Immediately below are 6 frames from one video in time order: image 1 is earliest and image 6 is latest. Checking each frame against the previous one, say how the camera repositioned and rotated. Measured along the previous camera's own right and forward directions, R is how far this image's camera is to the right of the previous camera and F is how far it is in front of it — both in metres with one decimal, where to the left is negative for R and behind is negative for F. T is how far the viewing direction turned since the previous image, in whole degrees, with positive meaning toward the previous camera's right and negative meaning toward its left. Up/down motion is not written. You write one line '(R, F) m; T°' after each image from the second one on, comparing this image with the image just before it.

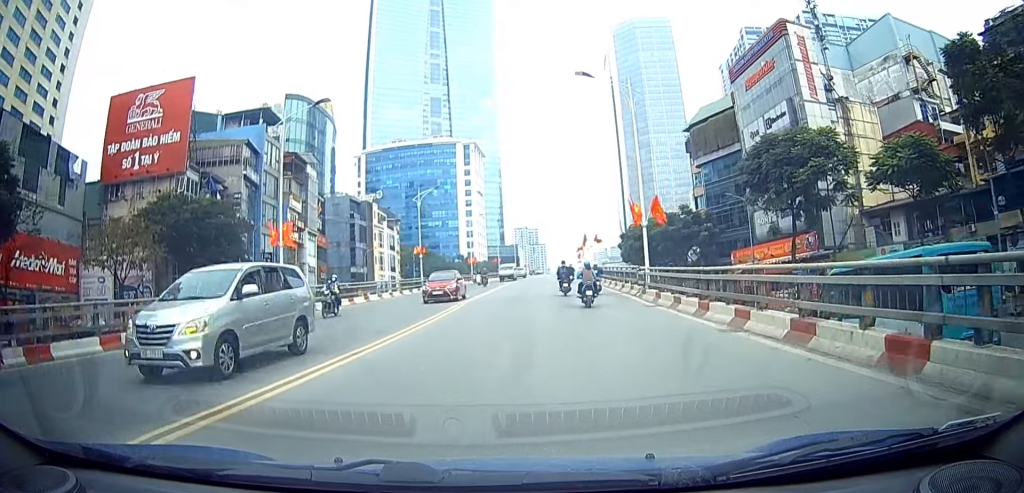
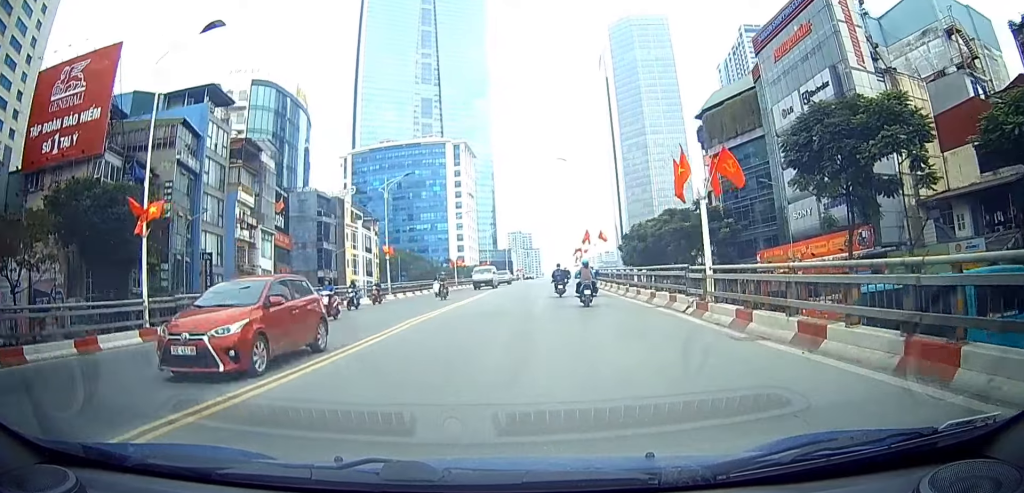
(-0.4, +10.7) m; -1°
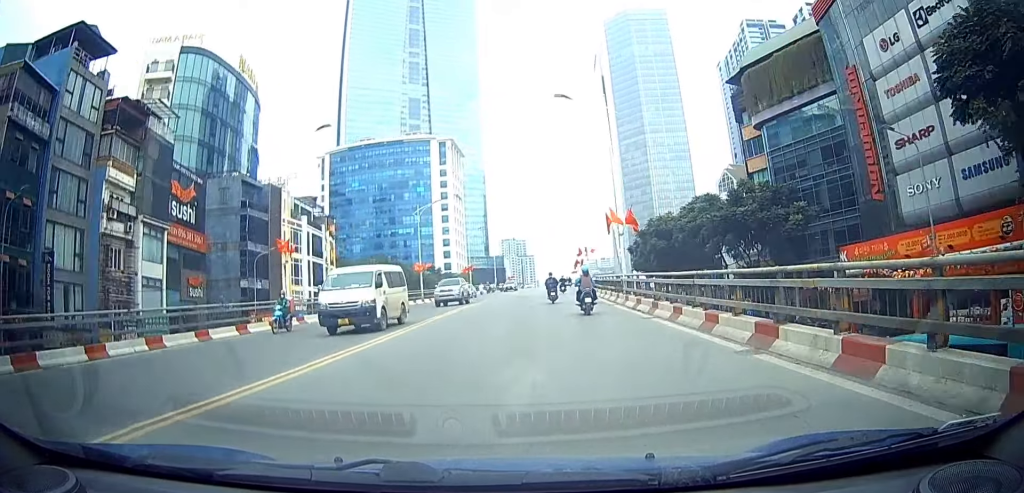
(+0.5, +18.3) m; +3°
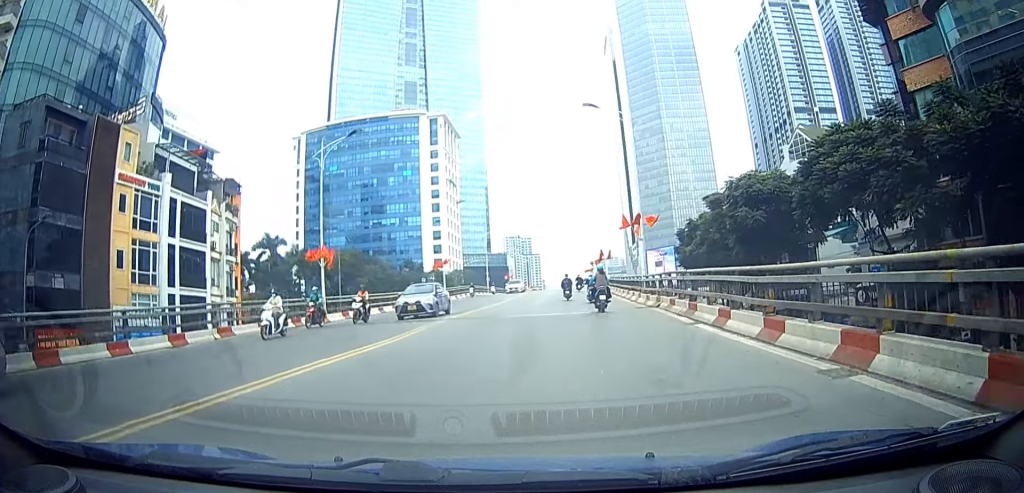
(-0.5, +27.0) m; -2°
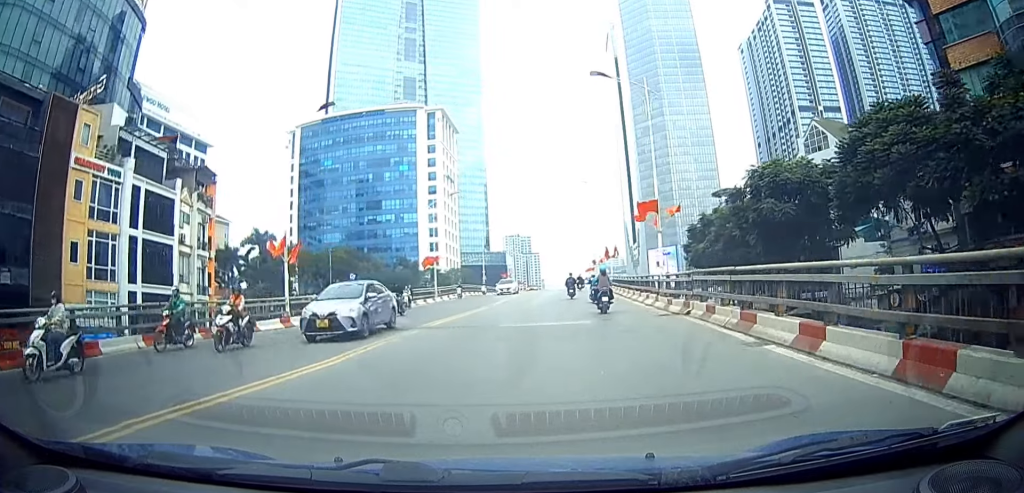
(0.0, +4.9) m; 0°
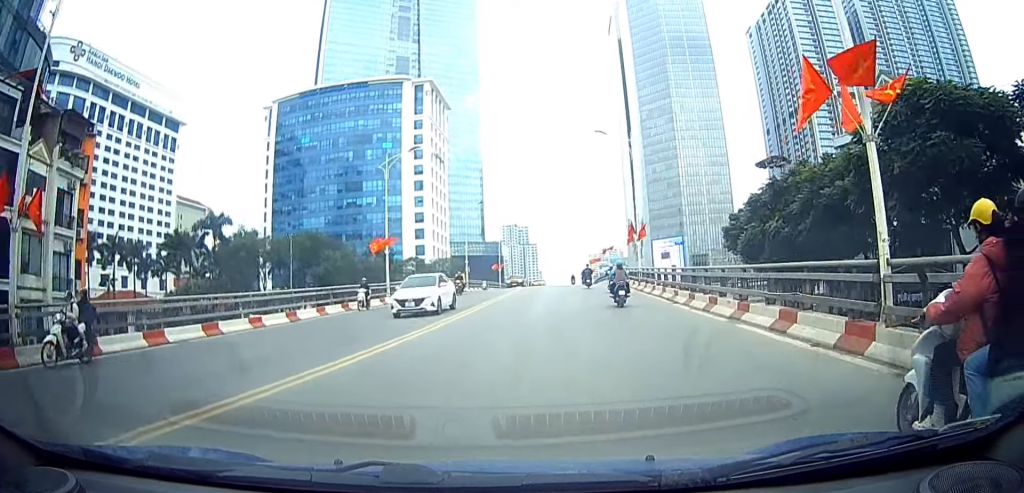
(-0.1, +17.5) m; -2°
